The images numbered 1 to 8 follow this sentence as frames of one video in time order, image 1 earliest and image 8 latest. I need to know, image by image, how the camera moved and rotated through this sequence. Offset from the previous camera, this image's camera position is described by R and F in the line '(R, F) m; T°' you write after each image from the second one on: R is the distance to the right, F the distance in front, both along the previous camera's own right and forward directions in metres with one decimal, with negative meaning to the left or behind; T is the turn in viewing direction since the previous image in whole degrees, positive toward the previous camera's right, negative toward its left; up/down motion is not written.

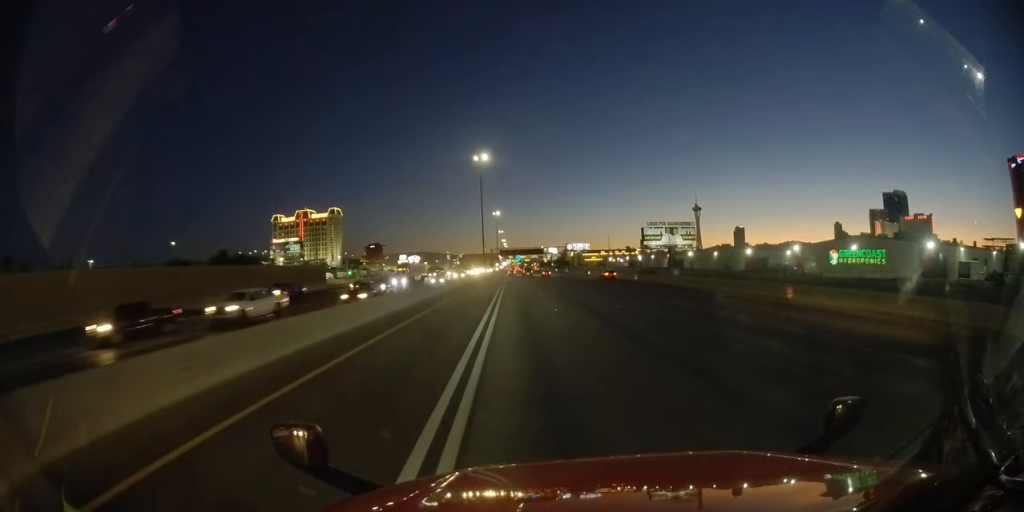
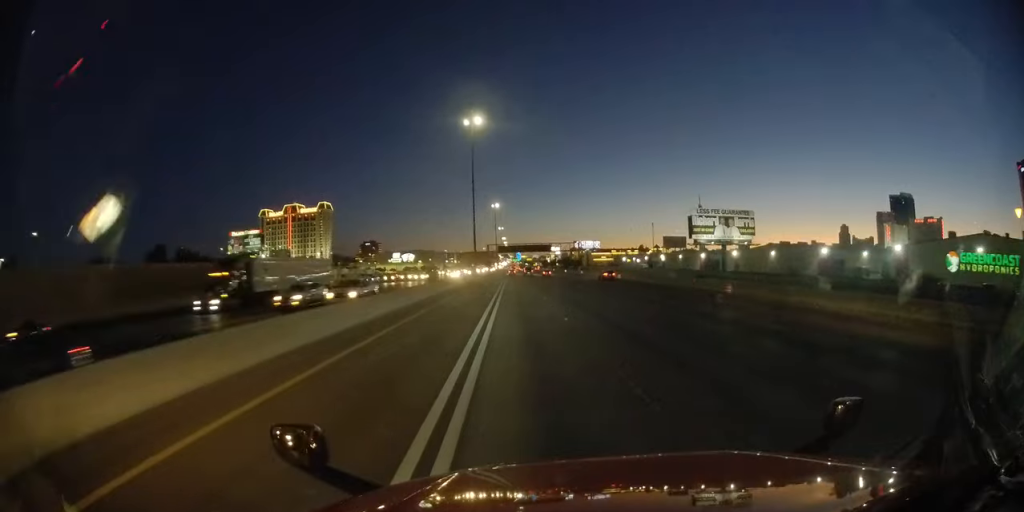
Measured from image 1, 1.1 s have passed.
(-0.3, +28.2) m; -1°
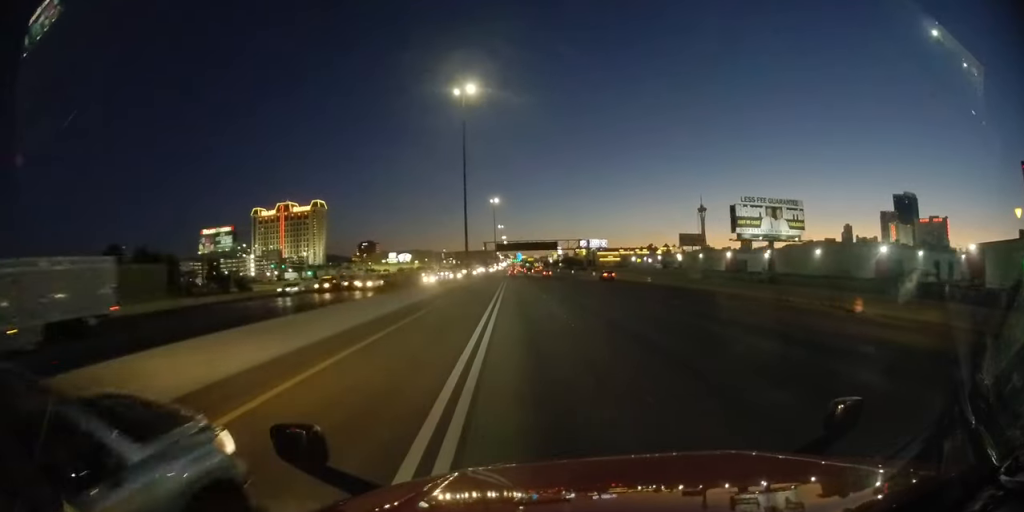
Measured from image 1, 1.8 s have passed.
(-0.2, +15.9) m; 0°
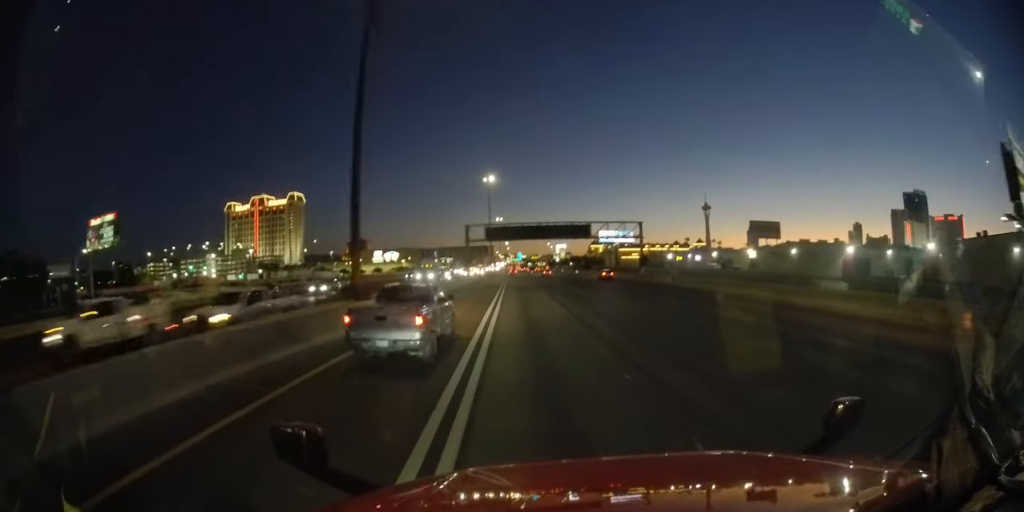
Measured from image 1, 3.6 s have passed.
(+0.2, +46.7) m; 0°
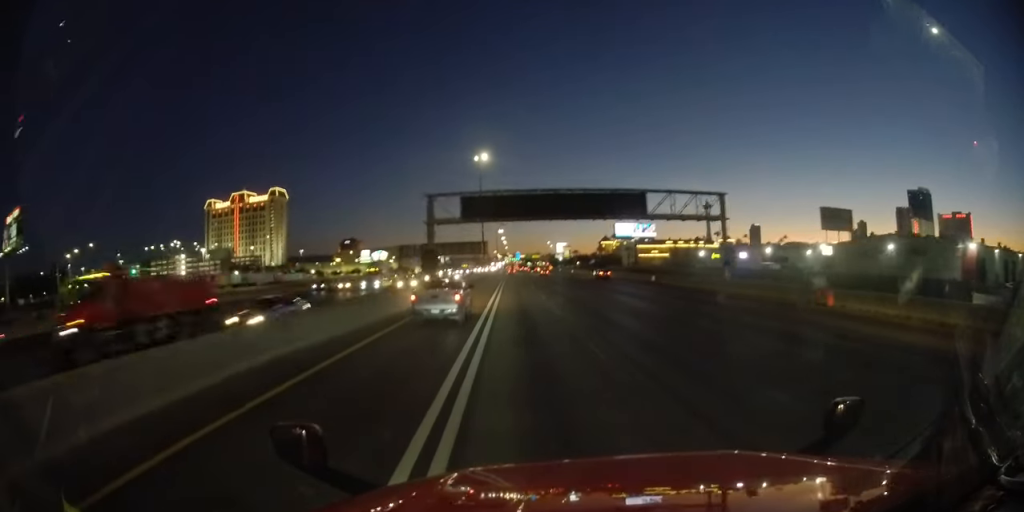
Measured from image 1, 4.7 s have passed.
(+0.1, +28.4) m; 0°
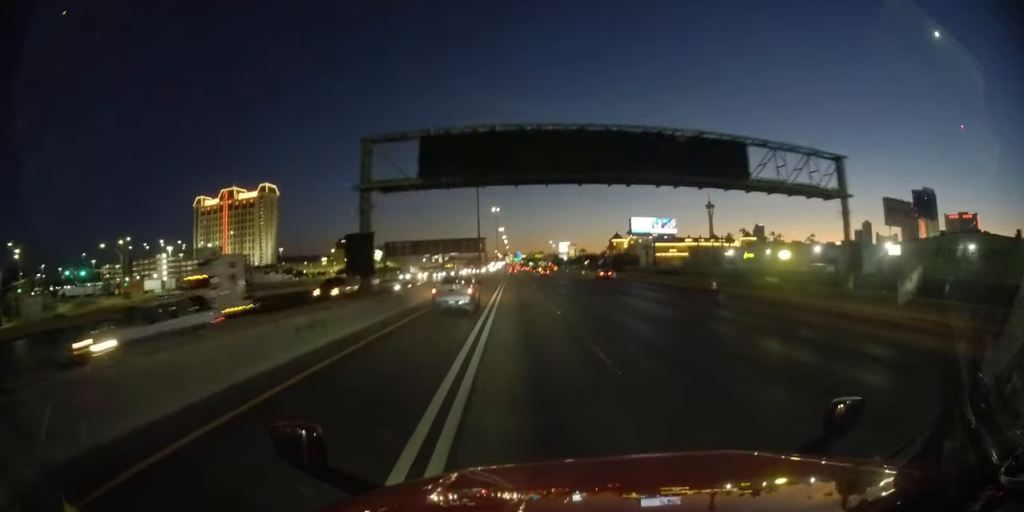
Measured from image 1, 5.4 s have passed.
(+0.2, +17.4) m; 0°
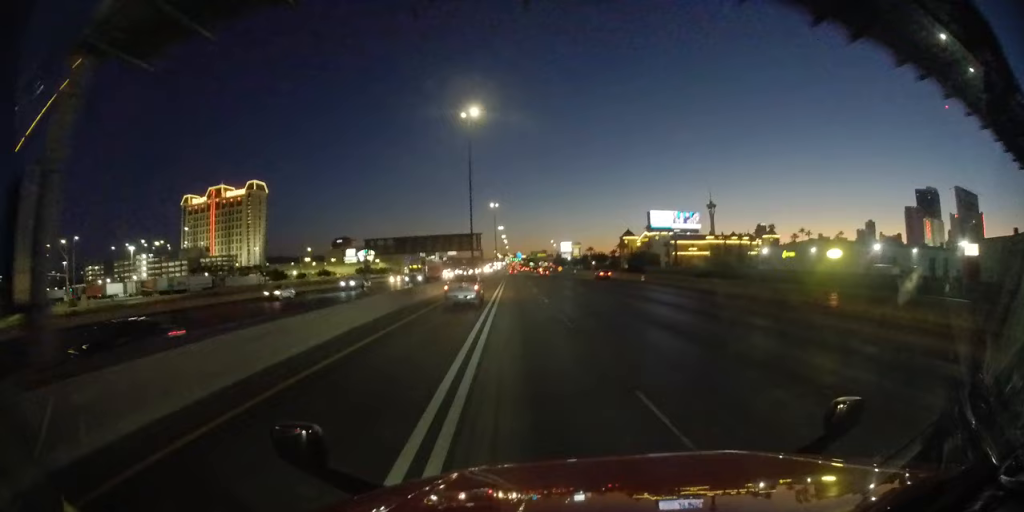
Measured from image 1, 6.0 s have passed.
(-0.1, +16.6) m; 0°
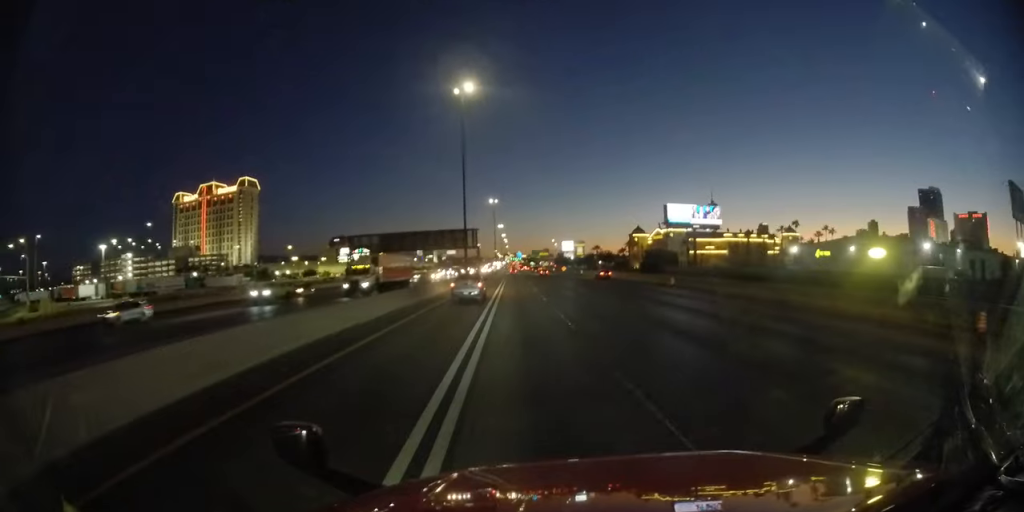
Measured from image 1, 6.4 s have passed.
(-0.2, +11.4) m; 0°
